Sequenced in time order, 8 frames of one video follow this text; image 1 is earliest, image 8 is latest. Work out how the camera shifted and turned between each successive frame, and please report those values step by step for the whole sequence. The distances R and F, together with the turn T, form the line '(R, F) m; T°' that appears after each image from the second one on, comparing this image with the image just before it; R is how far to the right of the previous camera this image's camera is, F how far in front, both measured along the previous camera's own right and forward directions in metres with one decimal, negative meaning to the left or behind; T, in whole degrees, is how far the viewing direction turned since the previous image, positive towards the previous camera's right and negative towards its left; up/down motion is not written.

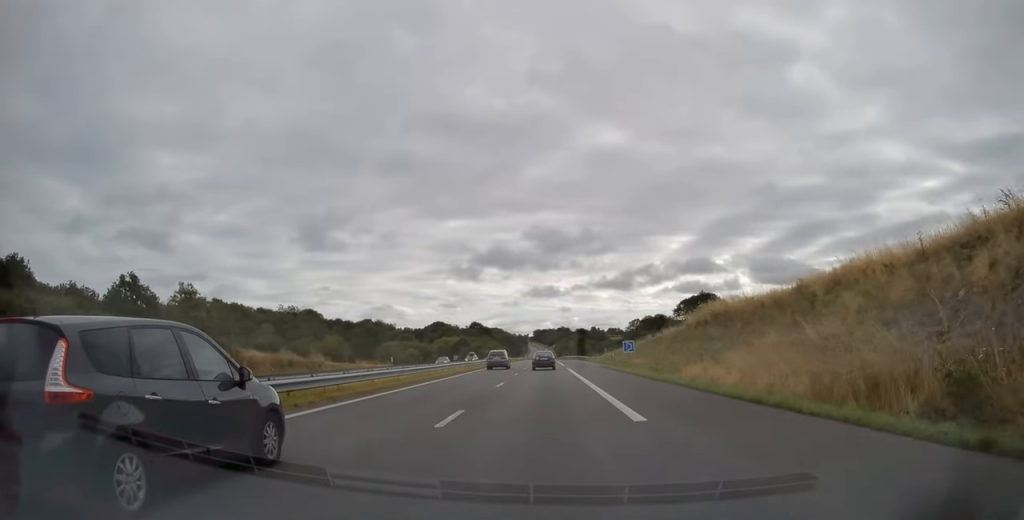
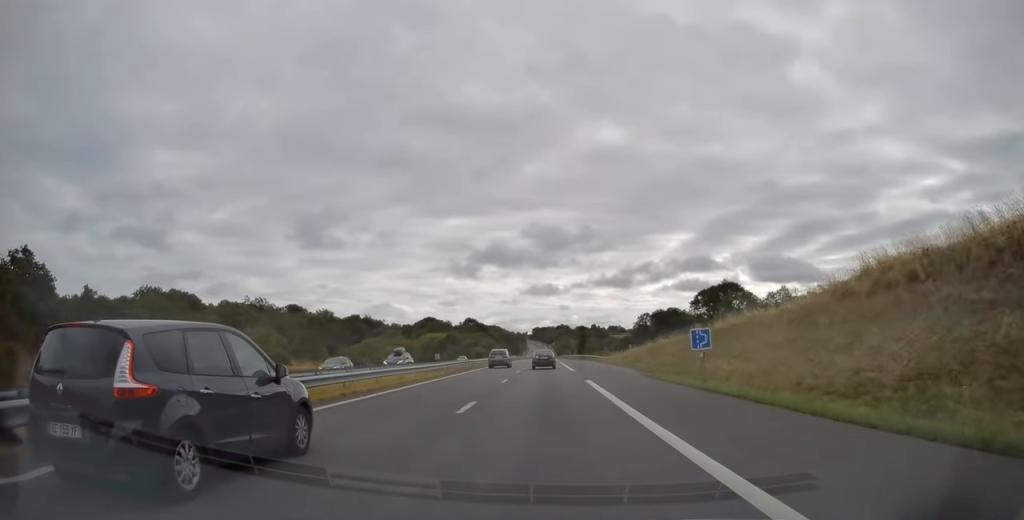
(+0.1, +23.5) m; 0°
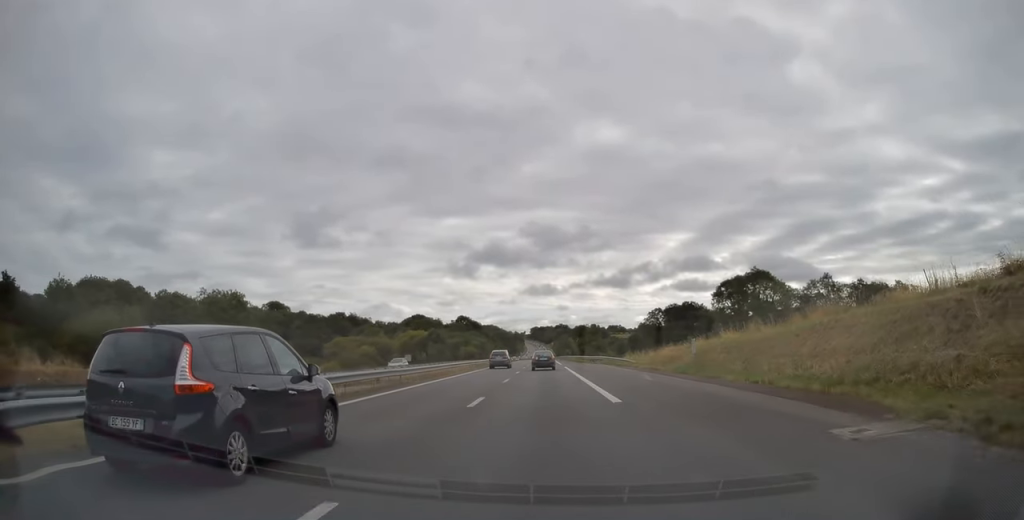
(0.0, +24.0) m; 0°
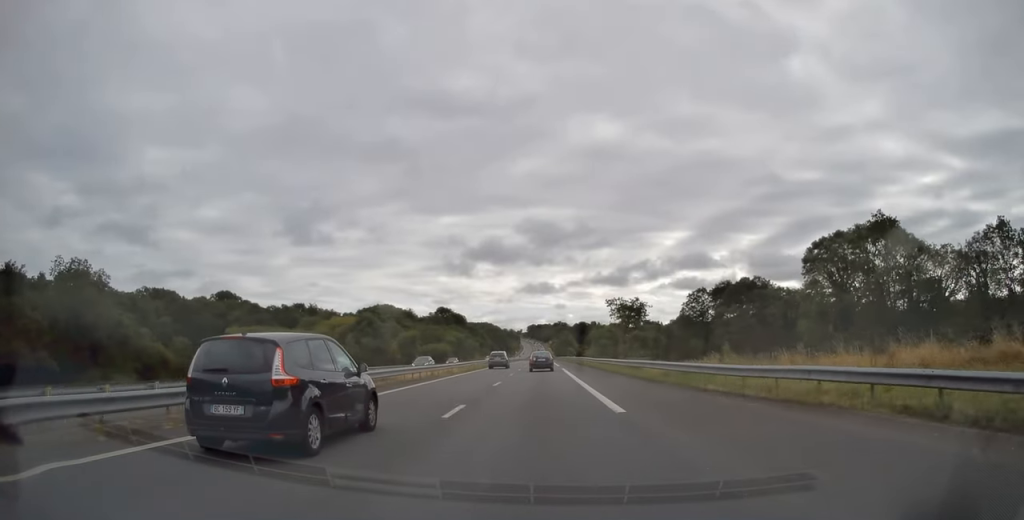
(0.0, +54.1) m; 0°
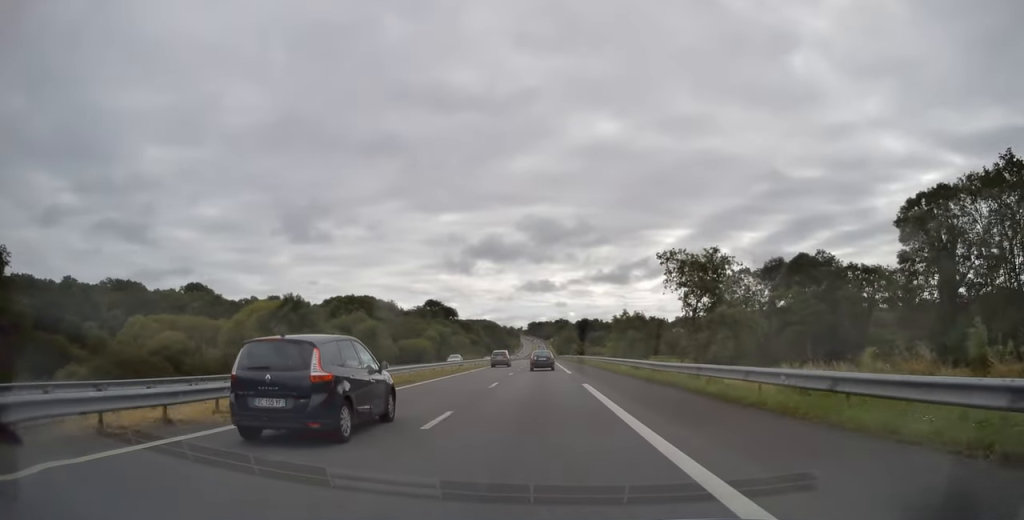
(0.0, +27.9) m; 0°
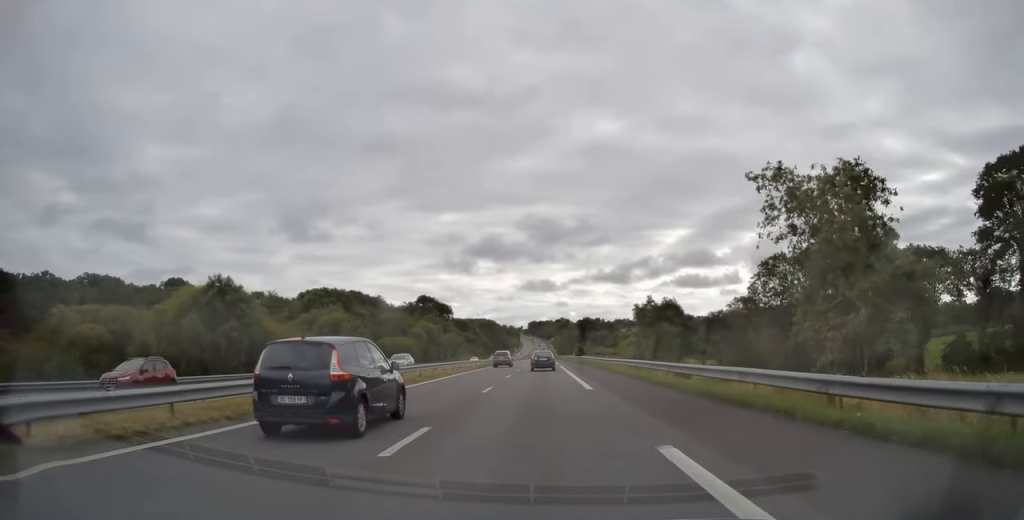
(0.0, +15.7) m; 0°
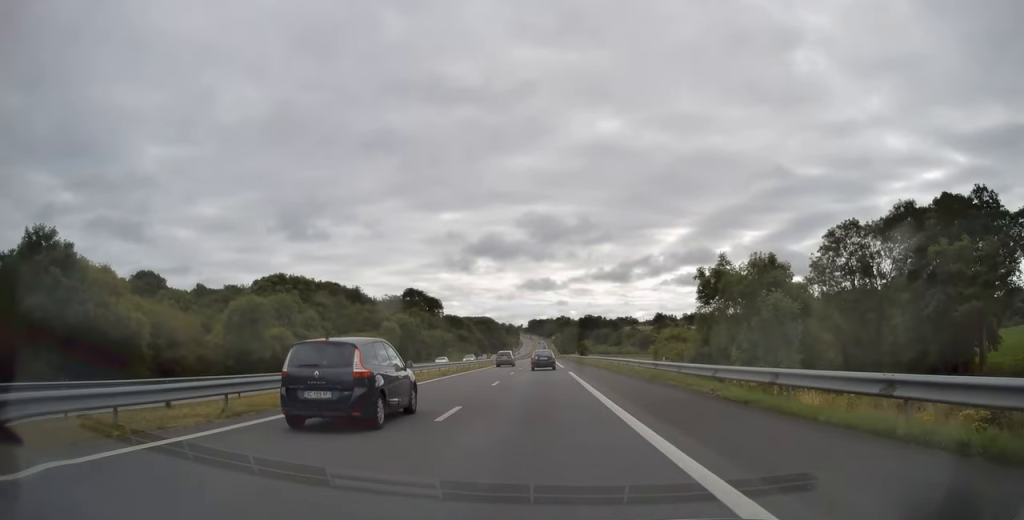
(0.0, +21.8) m; 0°
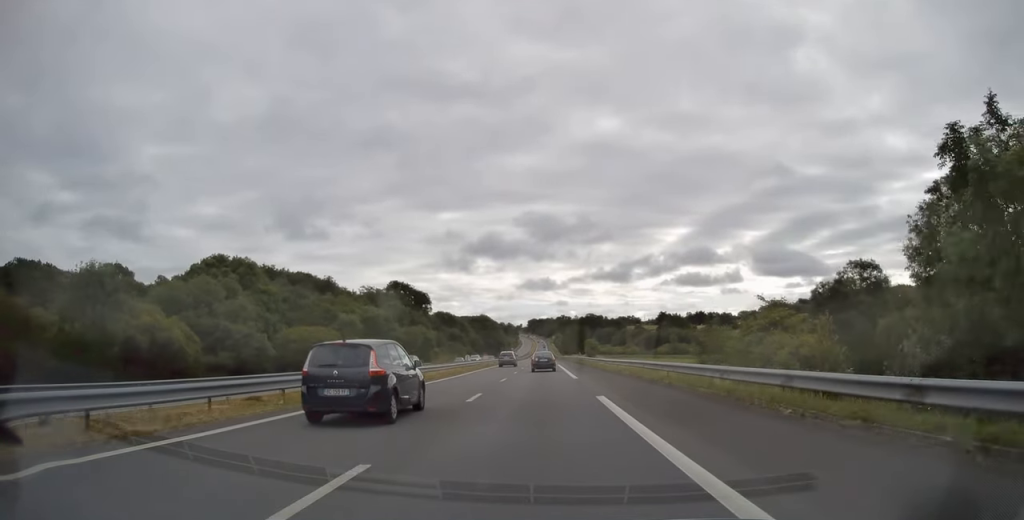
(0.0, +20.7) m; 0°
